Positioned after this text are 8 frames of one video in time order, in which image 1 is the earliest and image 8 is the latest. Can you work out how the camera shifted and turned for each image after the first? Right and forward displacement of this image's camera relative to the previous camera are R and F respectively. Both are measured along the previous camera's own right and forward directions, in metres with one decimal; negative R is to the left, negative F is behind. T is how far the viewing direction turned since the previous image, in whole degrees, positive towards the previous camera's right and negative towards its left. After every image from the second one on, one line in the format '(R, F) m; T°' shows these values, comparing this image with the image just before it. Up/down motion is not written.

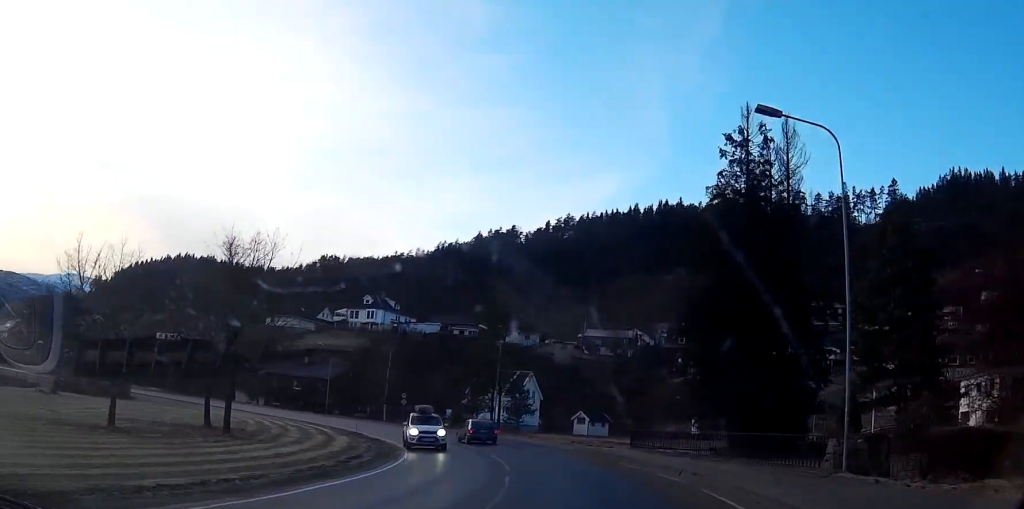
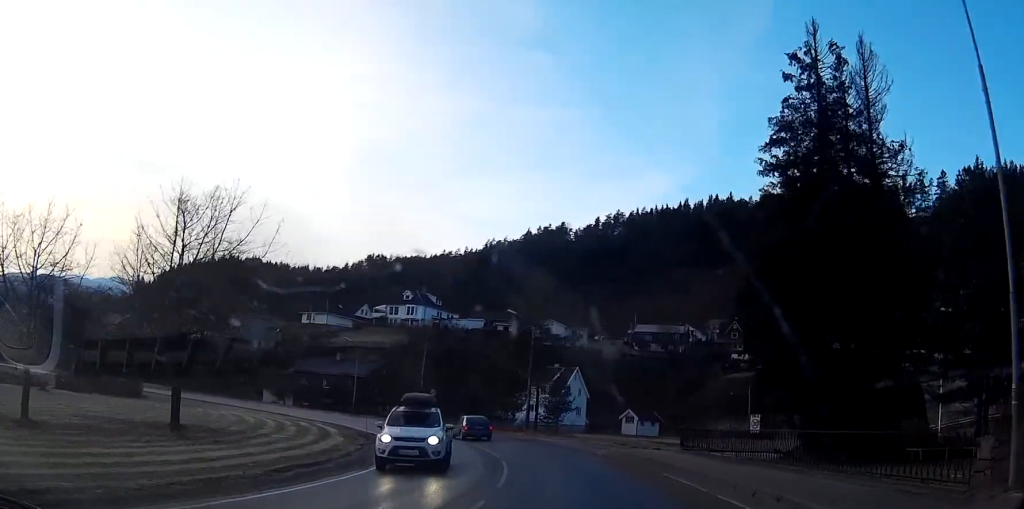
(-0.4, +6.9) m; -6°
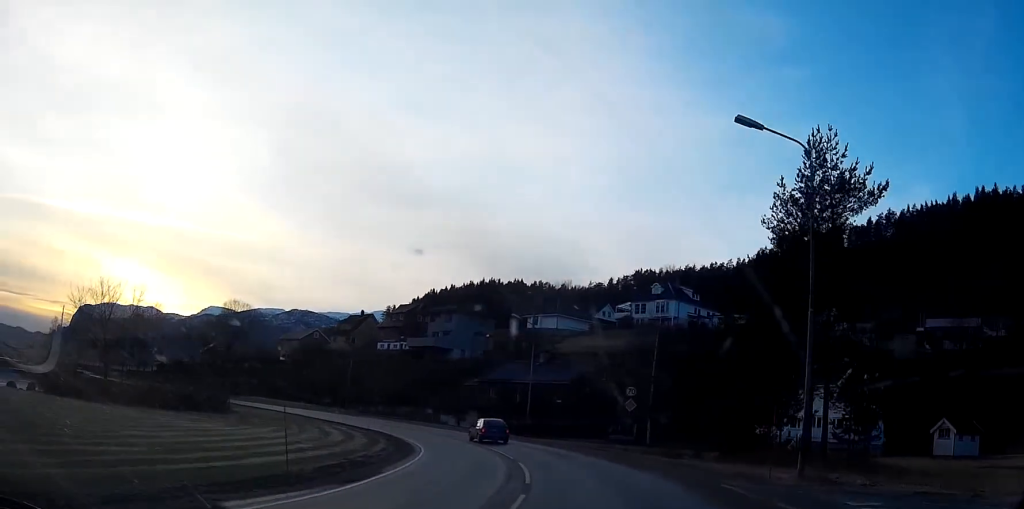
(-6.9, +31.2) m; -22°
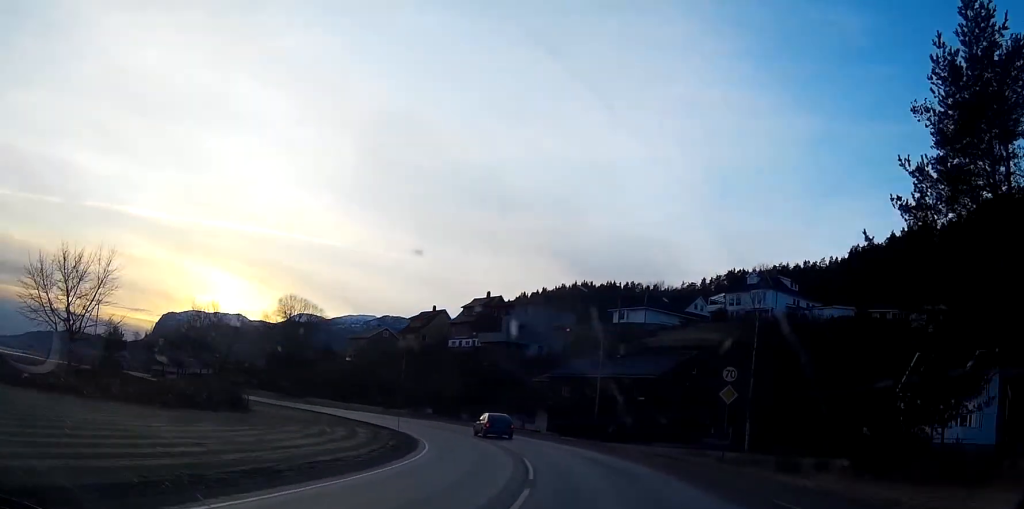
(-0.5, +11.9) m; -4°
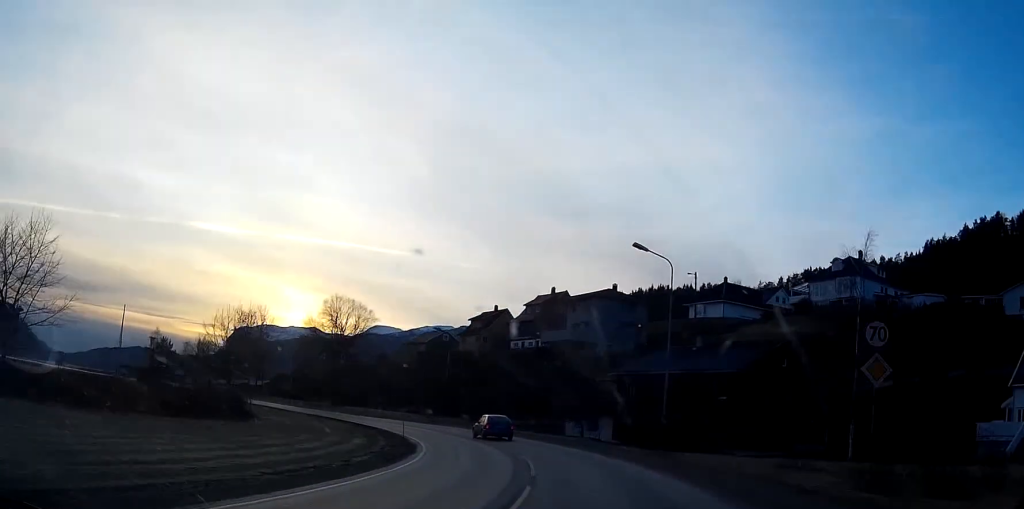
(-0.3, +10.8) m; -4°
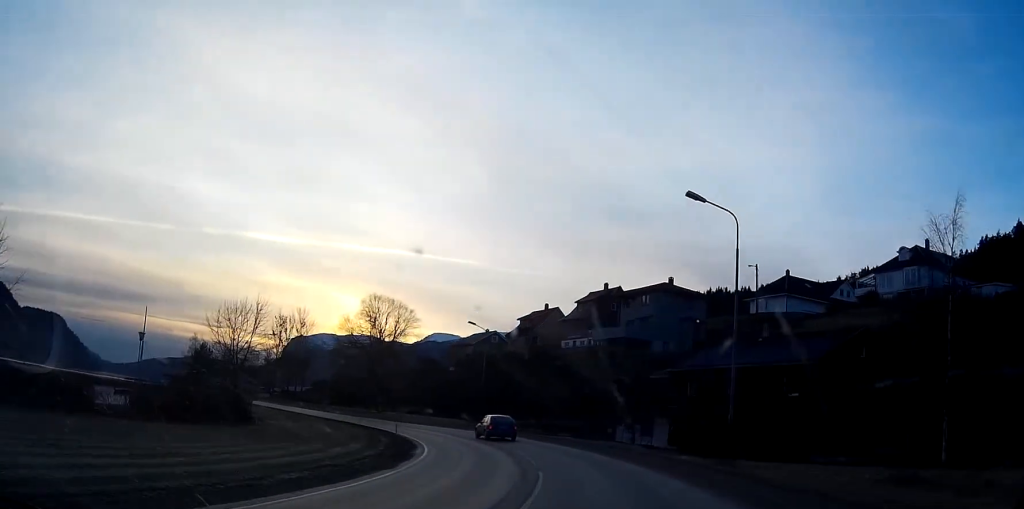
(0.0, +7.5) m; -3°
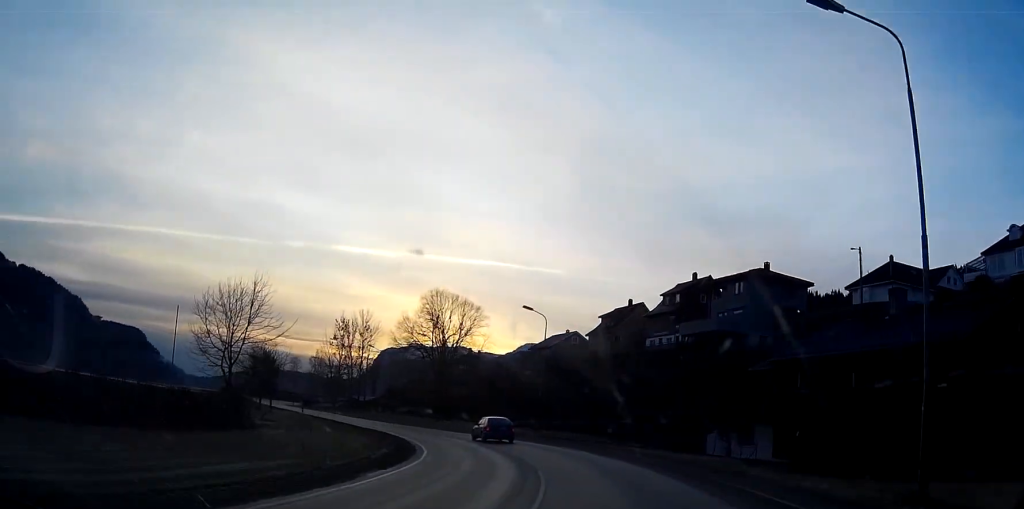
(-0.6, +12.2) m; -6°
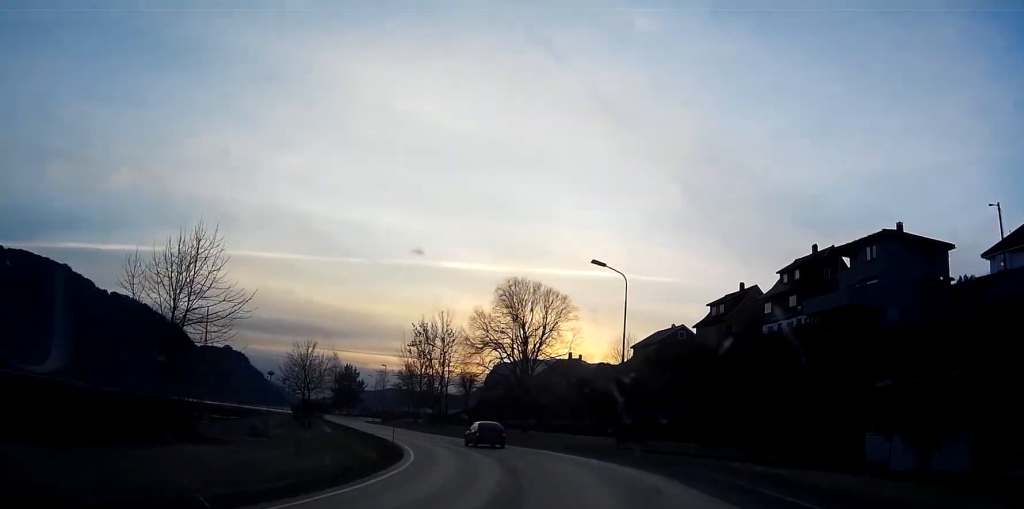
(-1.2, +15.5) m; -9°
